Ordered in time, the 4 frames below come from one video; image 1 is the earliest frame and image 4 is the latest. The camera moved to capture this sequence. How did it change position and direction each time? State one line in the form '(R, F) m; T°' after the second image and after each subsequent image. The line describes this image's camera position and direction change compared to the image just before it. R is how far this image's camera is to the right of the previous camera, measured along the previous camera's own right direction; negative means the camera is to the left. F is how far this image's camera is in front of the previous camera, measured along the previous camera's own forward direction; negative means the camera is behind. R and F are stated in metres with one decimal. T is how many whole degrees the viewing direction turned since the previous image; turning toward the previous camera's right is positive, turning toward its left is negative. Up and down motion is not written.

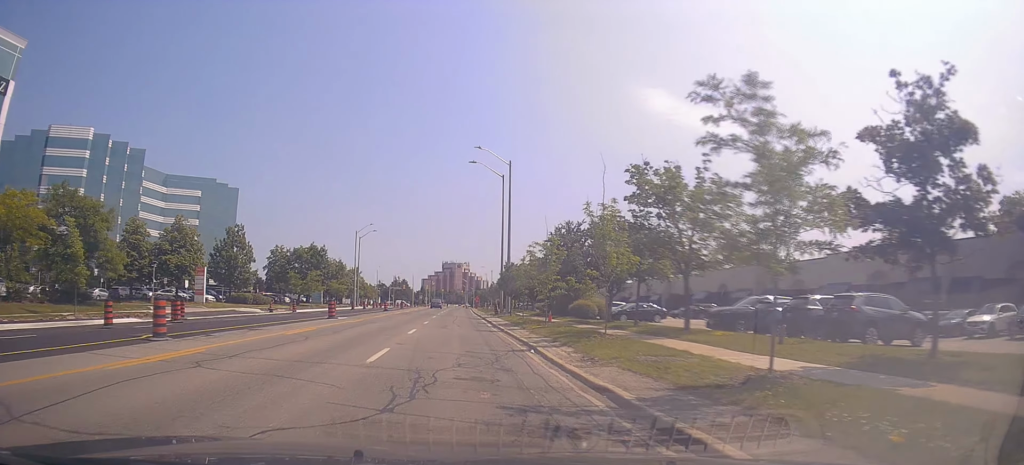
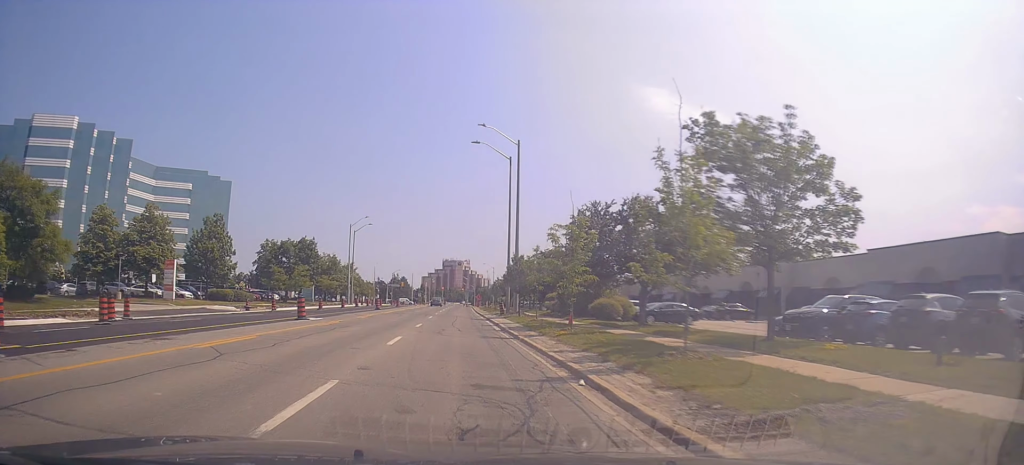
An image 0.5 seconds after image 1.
(+0.2, +6.3) m; +1°
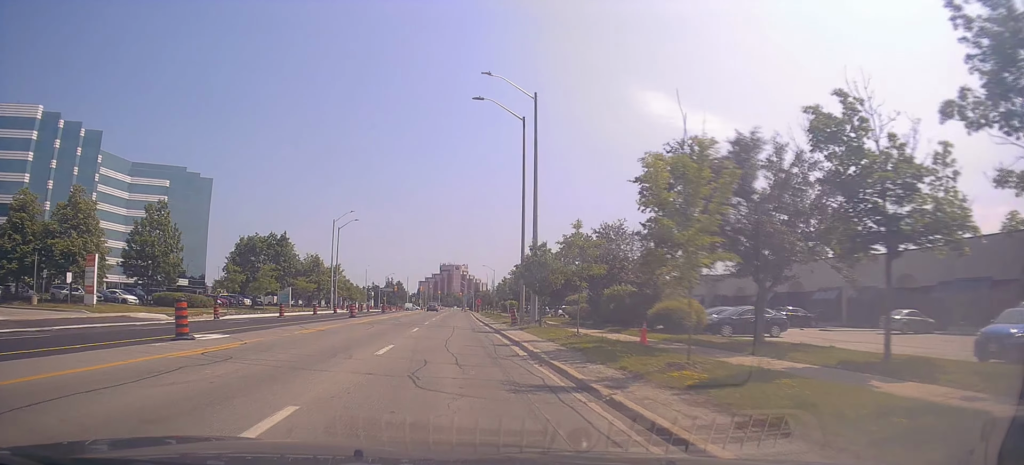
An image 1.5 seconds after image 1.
(+0.1, +11.2) m; 0°
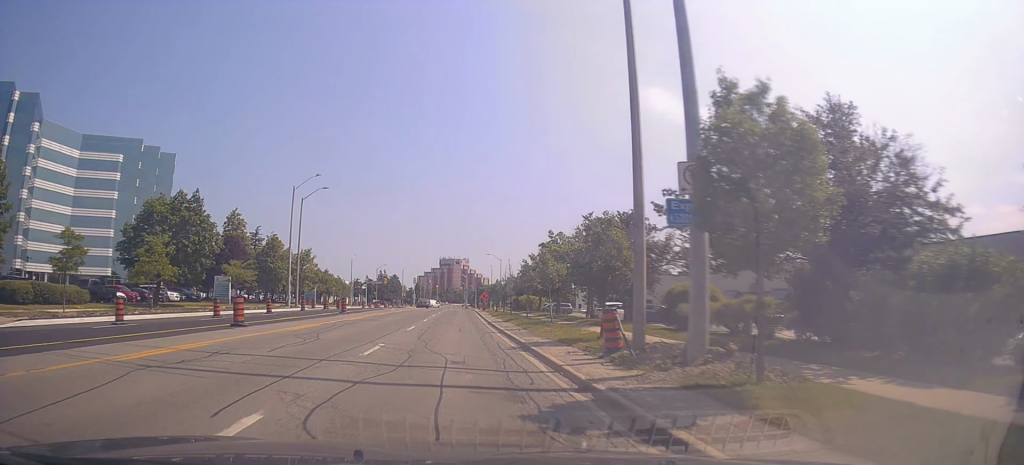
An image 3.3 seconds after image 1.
(-0.2, +21.4) m; -1°
